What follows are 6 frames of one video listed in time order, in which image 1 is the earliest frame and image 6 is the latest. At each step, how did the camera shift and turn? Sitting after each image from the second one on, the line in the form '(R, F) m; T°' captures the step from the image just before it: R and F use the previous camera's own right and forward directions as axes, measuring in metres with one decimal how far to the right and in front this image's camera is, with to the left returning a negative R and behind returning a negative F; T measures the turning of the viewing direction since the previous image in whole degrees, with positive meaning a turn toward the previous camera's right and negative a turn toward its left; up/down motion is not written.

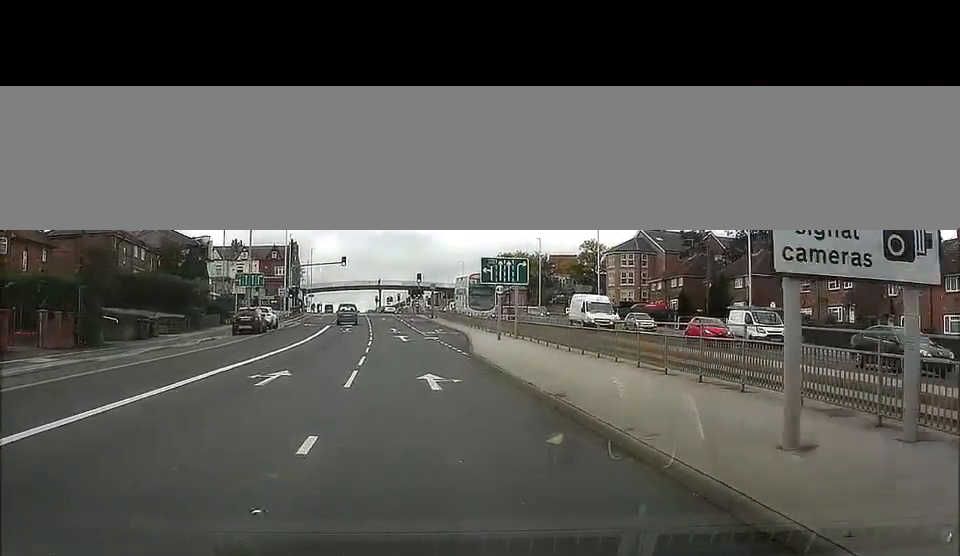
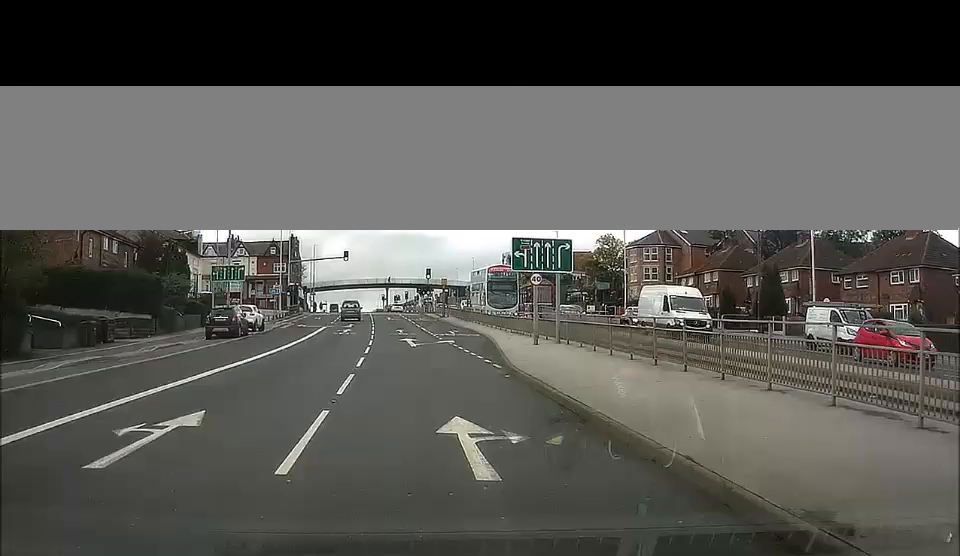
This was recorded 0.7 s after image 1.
(0.0, +8.6) m; +1°
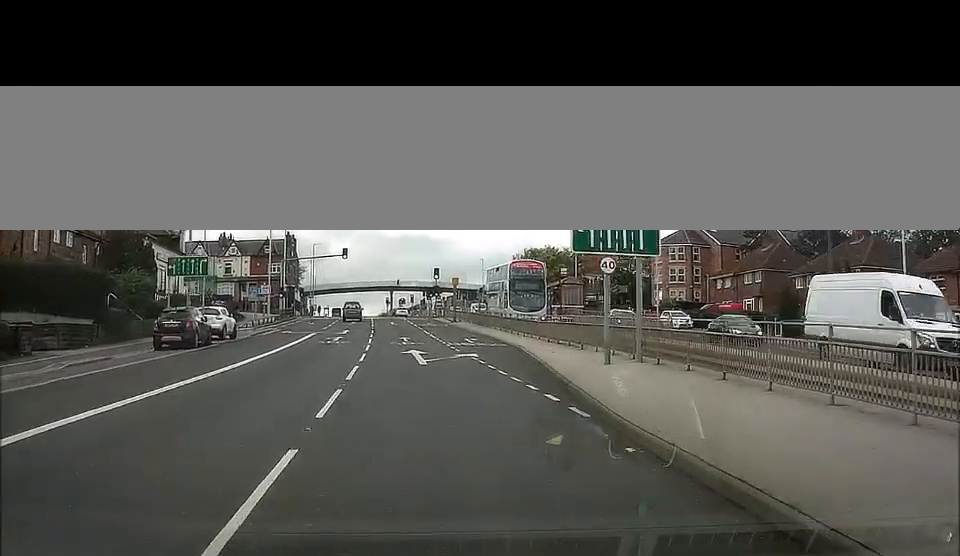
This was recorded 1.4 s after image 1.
(+0.2, +9.4) m; +1°
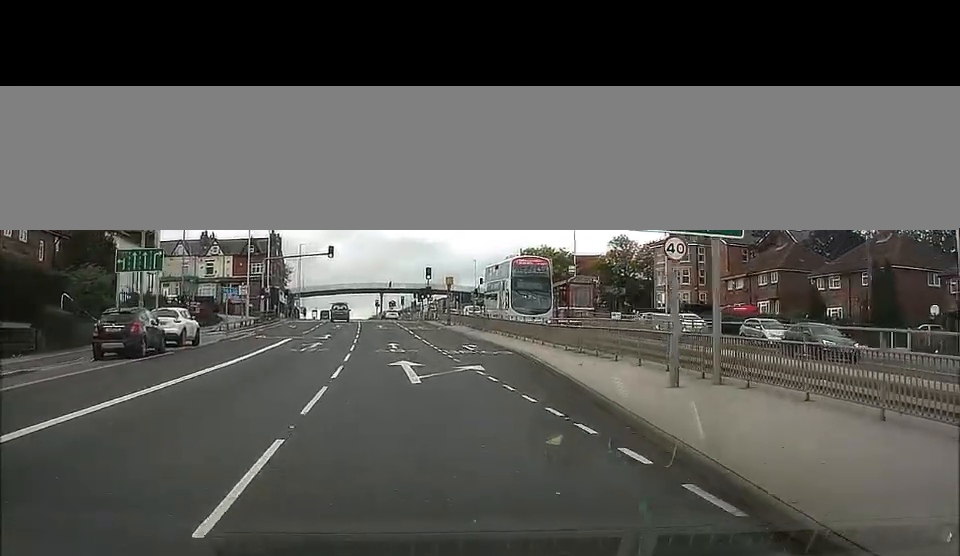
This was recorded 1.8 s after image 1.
(0.0, +5.5) m; +1°
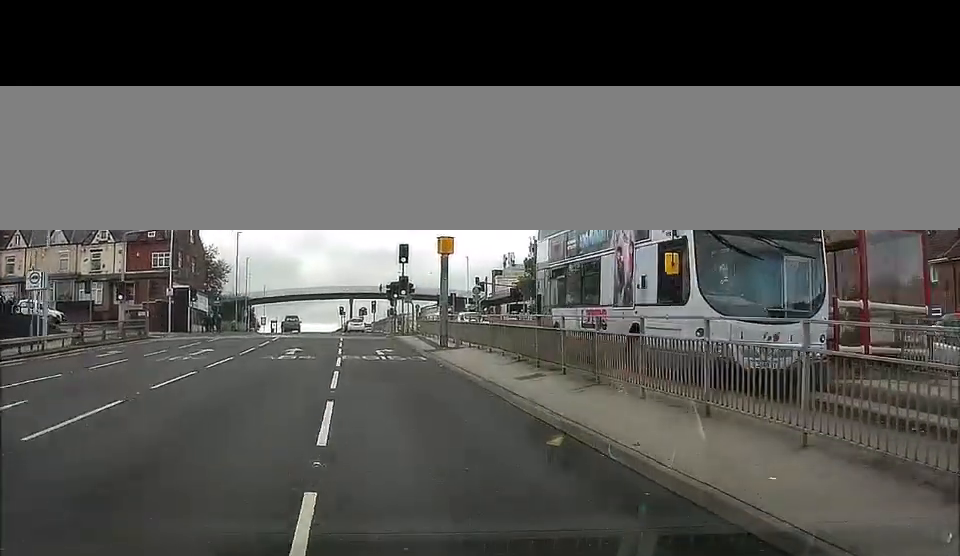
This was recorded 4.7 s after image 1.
(+0.1, +34.3) m; -3°
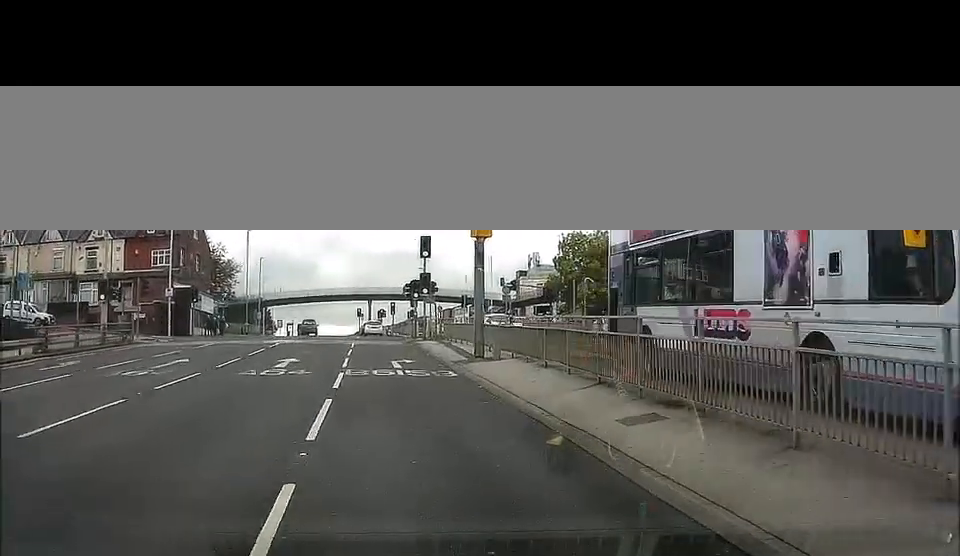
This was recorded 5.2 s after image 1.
(0.0, +6.0) m; -1°
